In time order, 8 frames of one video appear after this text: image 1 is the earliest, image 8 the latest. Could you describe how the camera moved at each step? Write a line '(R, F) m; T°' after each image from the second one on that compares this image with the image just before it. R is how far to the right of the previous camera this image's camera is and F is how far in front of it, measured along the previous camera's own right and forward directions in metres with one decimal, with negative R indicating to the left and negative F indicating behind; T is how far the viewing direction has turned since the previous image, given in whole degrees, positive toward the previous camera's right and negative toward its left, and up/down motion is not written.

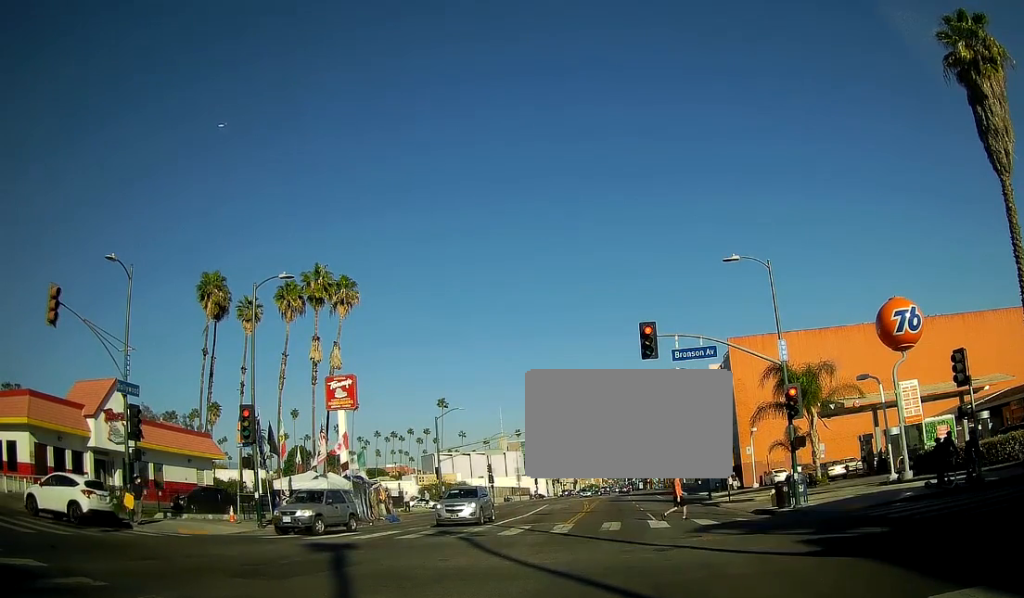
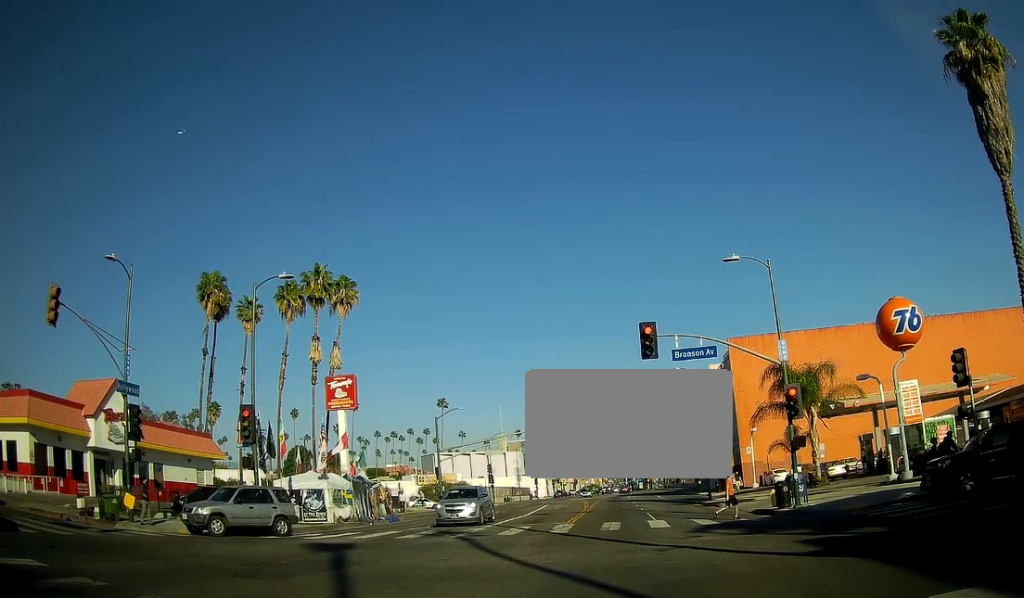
(0.0, 0.0) m; 0°
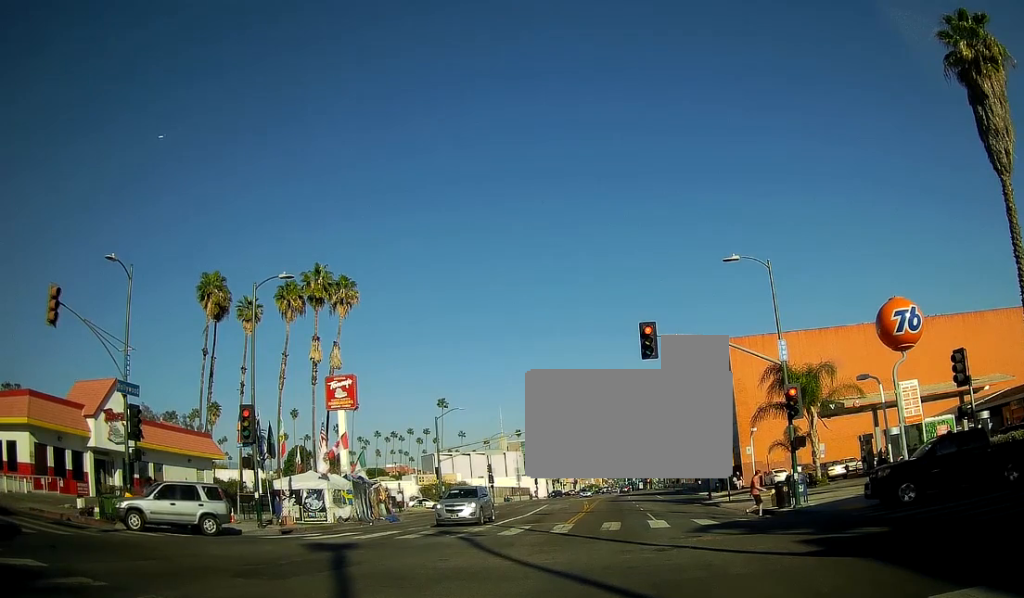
(0.0, 0.0) m; 0°
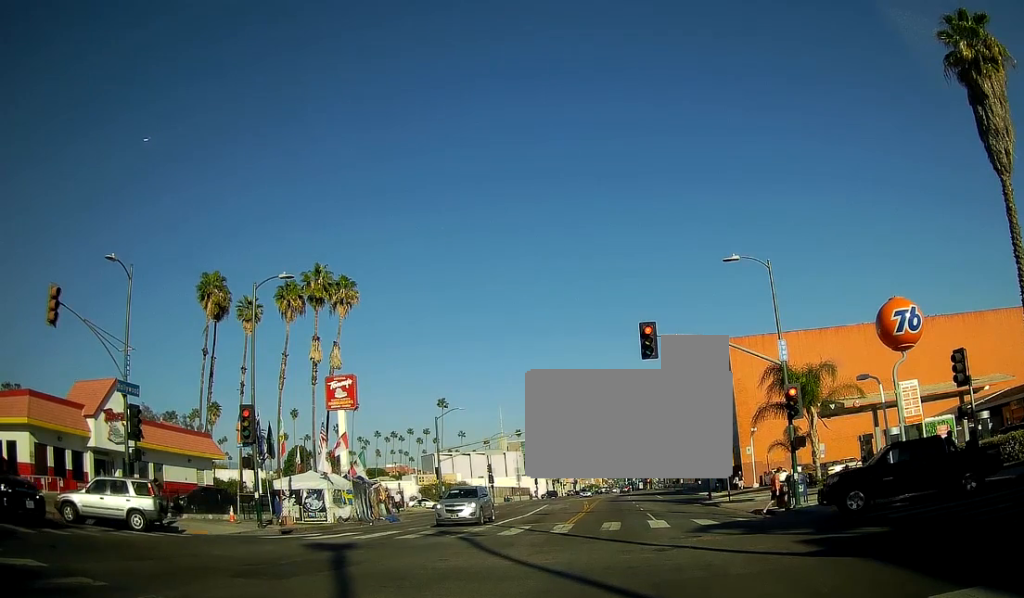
(0.0, 0.0) m; 0°
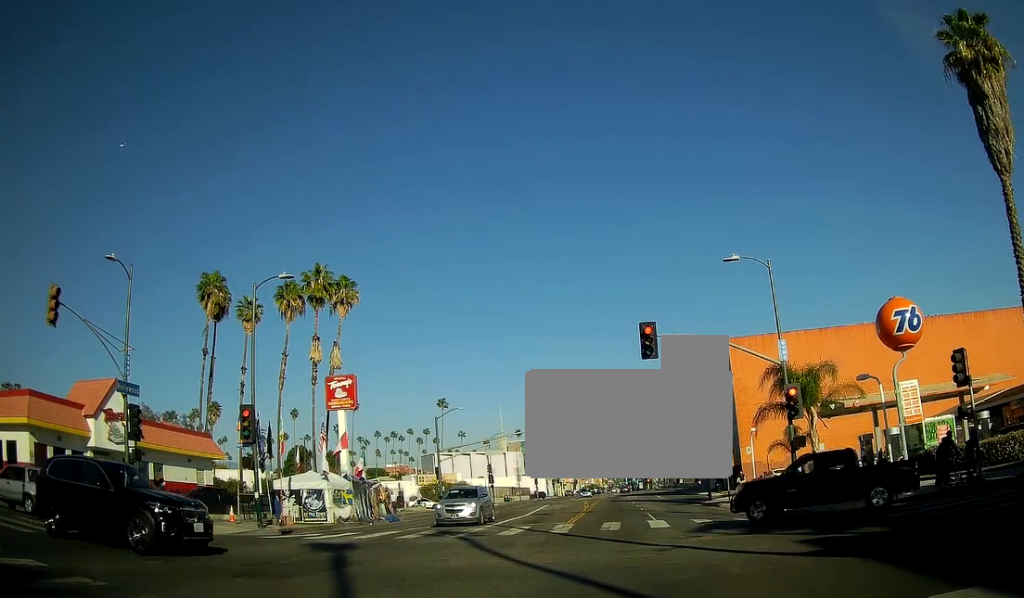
(0.0, 0.0) m; 0°
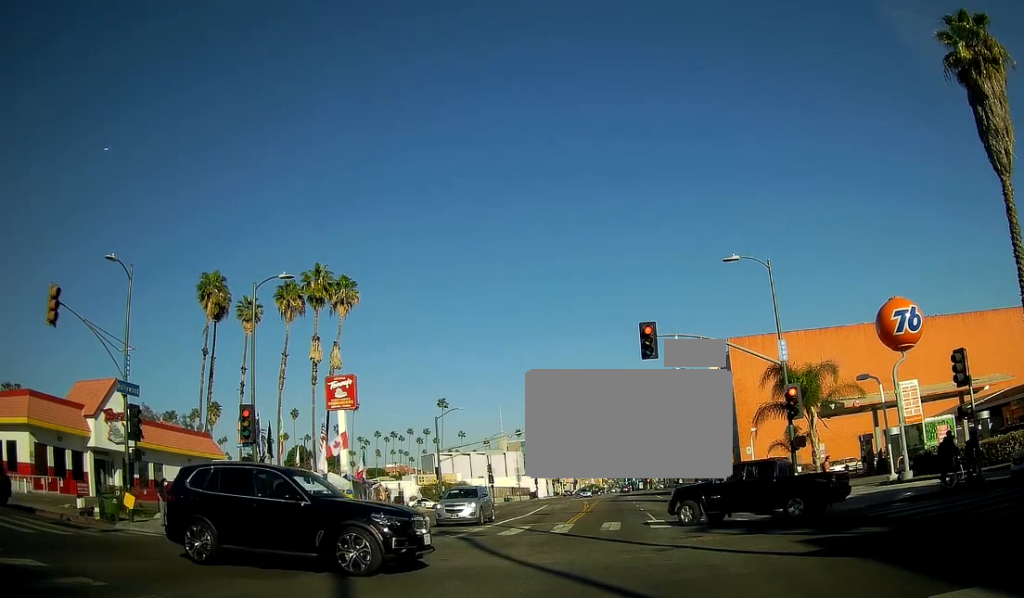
(0.0, 0.0) m; 0°
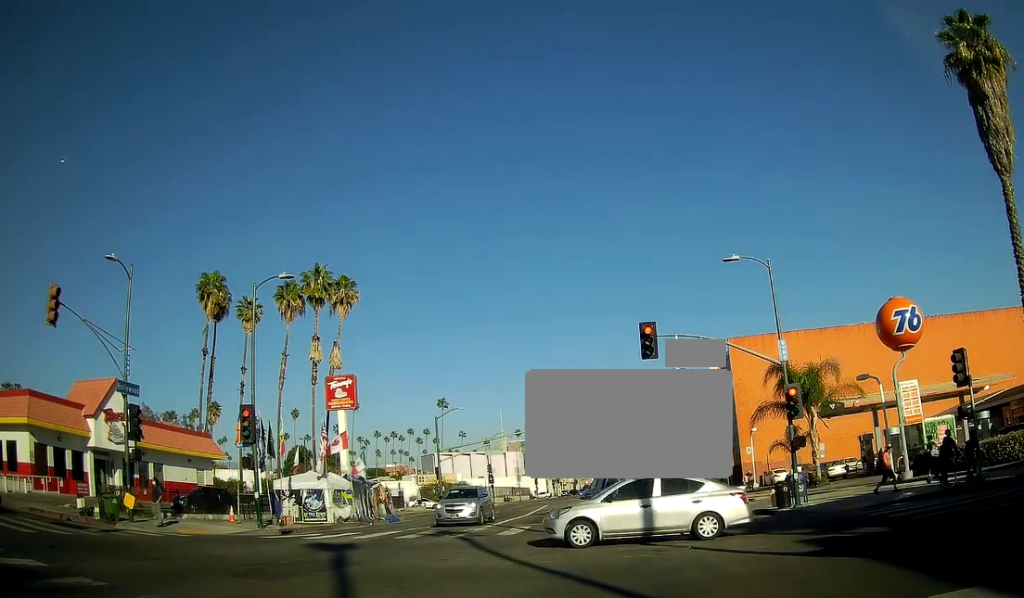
(0.0, 0.0) m; 0°
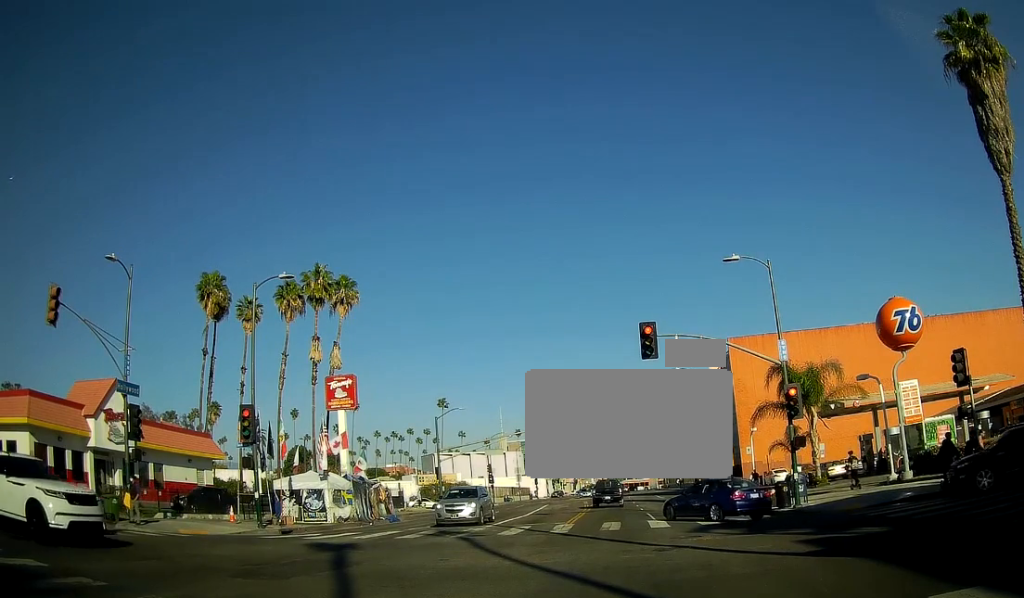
(0.0, 0.0) m; 0°
